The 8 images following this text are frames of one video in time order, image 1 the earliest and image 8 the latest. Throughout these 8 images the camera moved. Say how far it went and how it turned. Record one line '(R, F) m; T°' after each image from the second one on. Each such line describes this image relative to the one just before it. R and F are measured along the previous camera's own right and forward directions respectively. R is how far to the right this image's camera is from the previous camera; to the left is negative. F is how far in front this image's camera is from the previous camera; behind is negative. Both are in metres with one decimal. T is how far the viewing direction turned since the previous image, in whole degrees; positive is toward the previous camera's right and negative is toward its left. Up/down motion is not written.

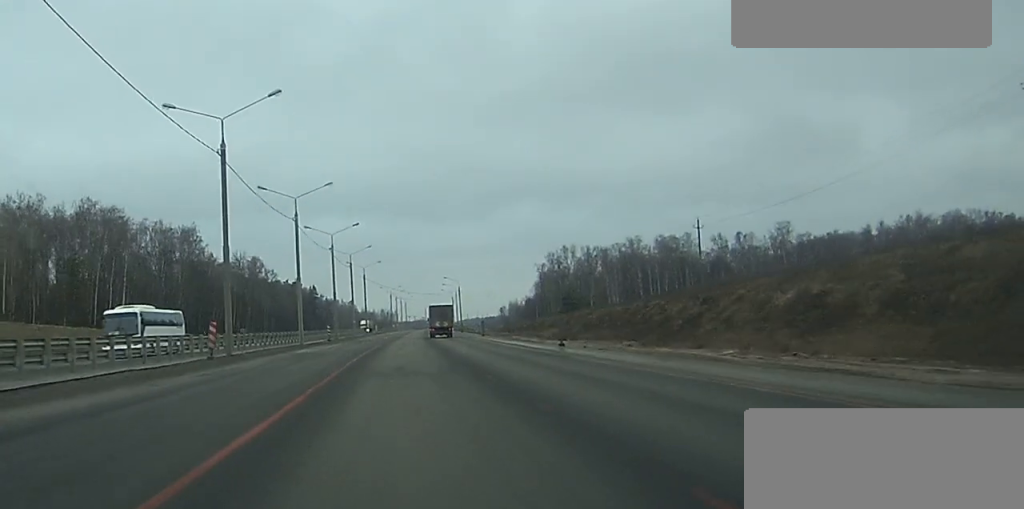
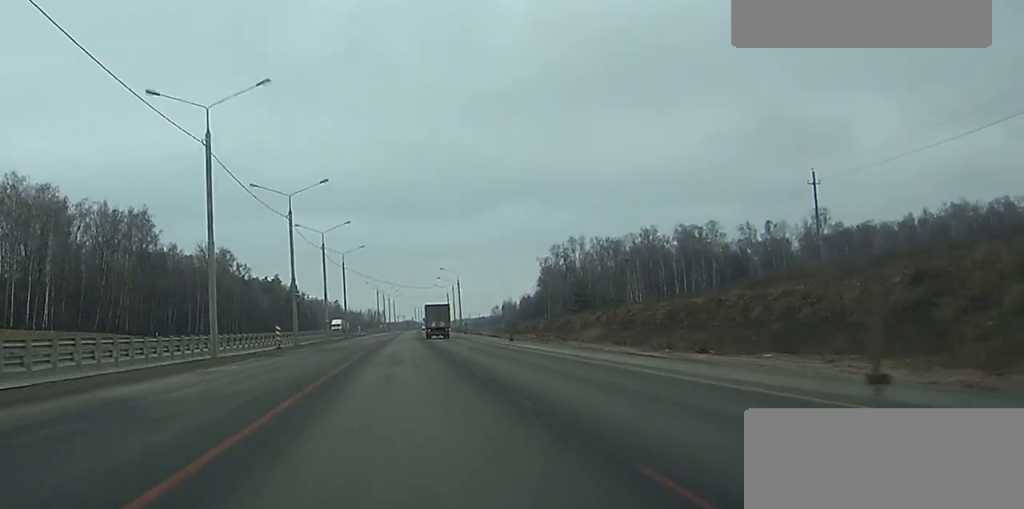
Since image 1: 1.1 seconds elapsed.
(+0.3, +31.3) m; +1°
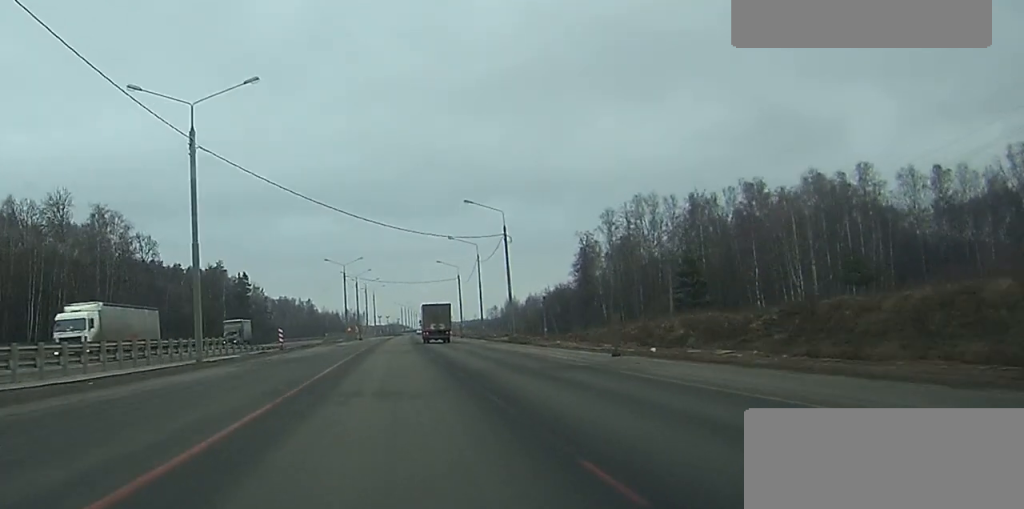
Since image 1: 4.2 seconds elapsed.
(+1.3, +89.6) m; +2°
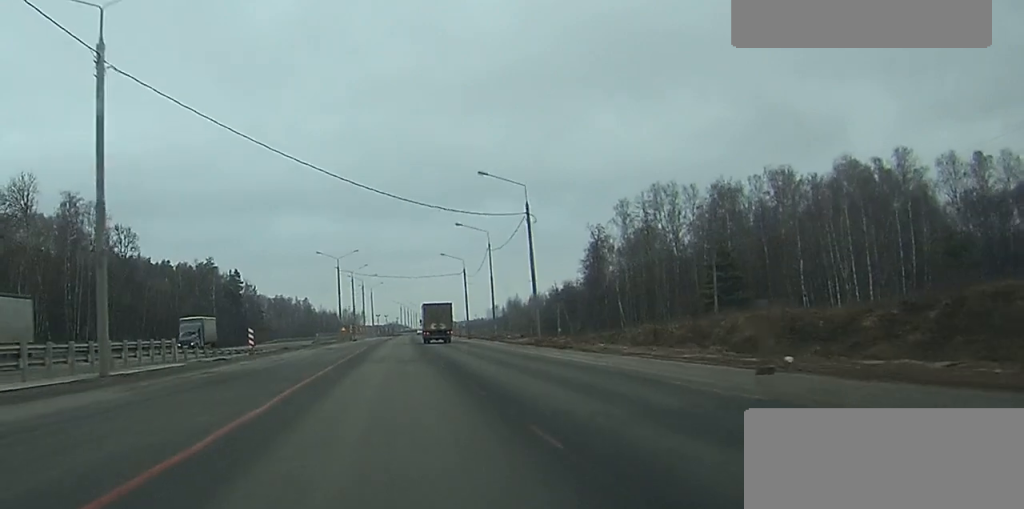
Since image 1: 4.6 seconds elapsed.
(0.0, +13.3) m; 0°
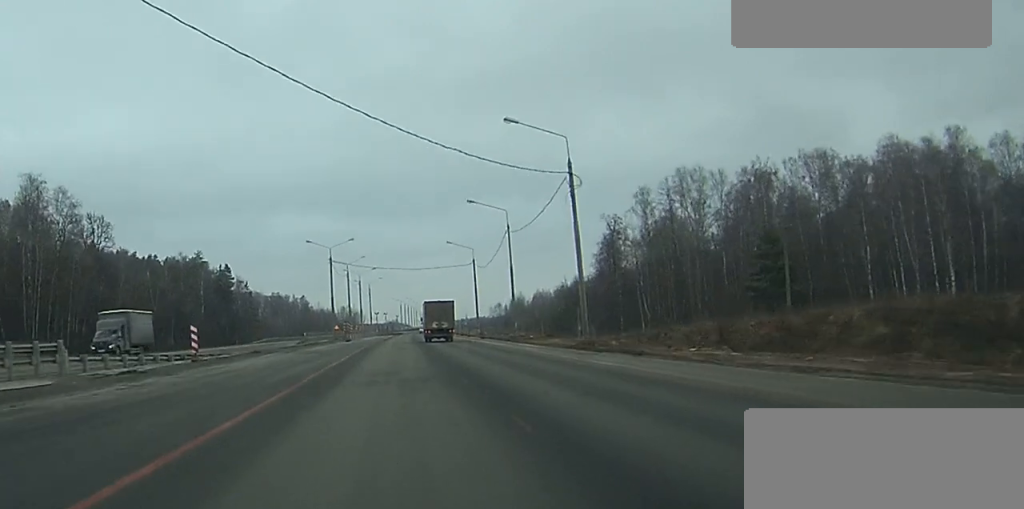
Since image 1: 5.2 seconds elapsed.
(0.0, +15.1) m; 0°
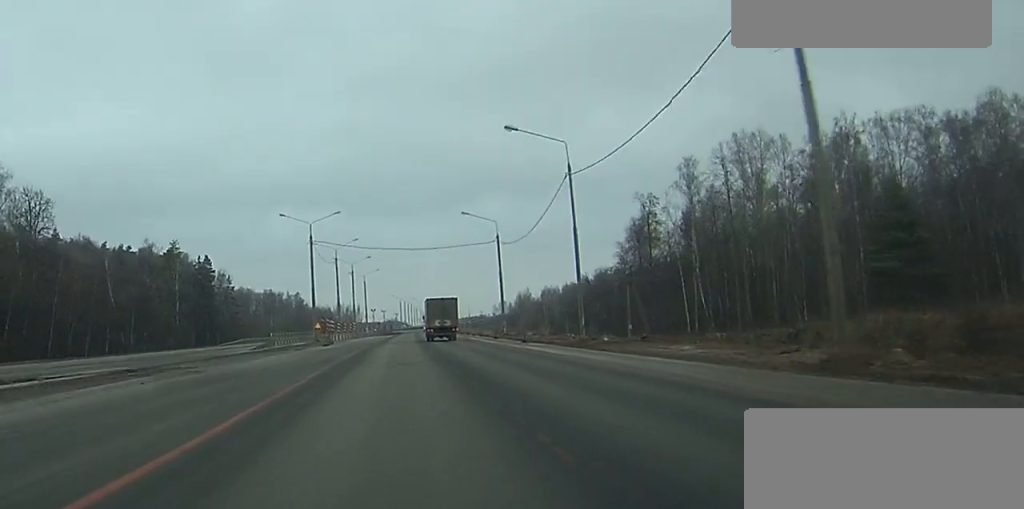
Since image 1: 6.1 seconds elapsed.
(0.0, +26.3) m; 0°
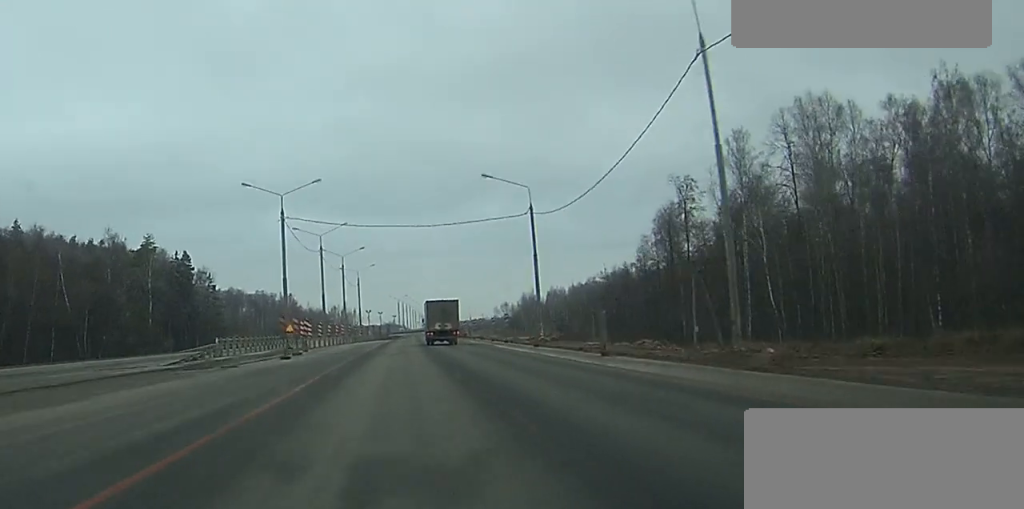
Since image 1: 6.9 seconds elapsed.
(0.0, +21.4) m; 0°
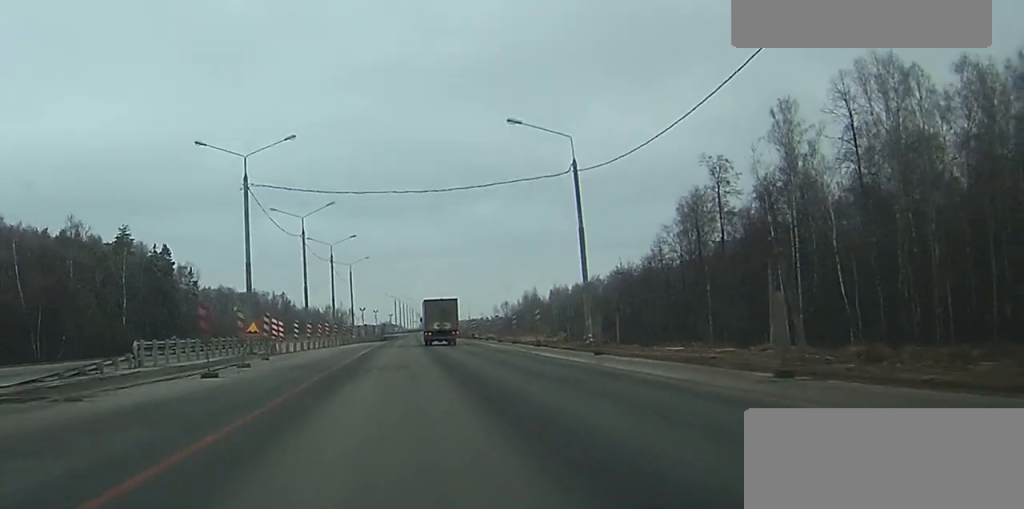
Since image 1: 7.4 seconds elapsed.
(0.0, +15.8) m; 0°
